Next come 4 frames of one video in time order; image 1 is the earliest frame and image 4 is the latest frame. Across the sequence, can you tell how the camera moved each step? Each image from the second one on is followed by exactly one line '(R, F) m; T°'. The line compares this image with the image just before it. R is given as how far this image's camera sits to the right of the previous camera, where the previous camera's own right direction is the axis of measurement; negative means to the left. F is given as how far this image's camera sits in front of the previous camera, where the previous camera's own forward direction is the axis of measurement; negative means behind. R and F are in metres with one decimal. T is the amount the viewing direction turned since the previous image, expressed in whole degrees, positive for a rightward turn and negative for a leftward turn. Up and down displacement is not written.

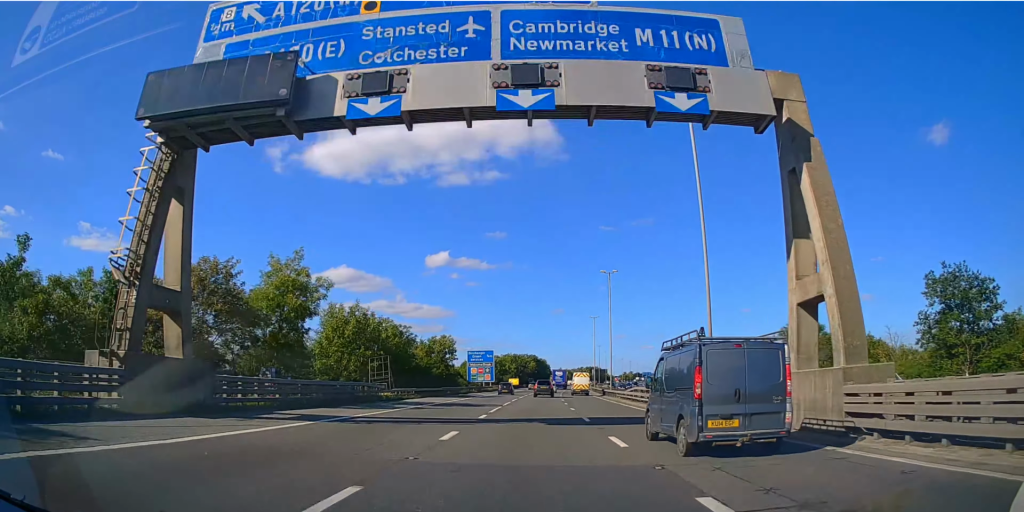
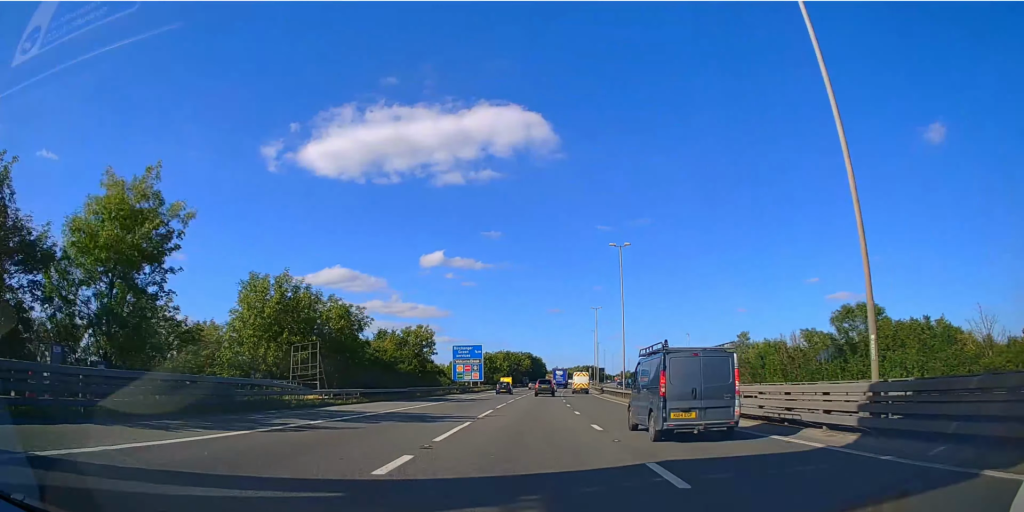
(0.0, +13.7) m; +1°
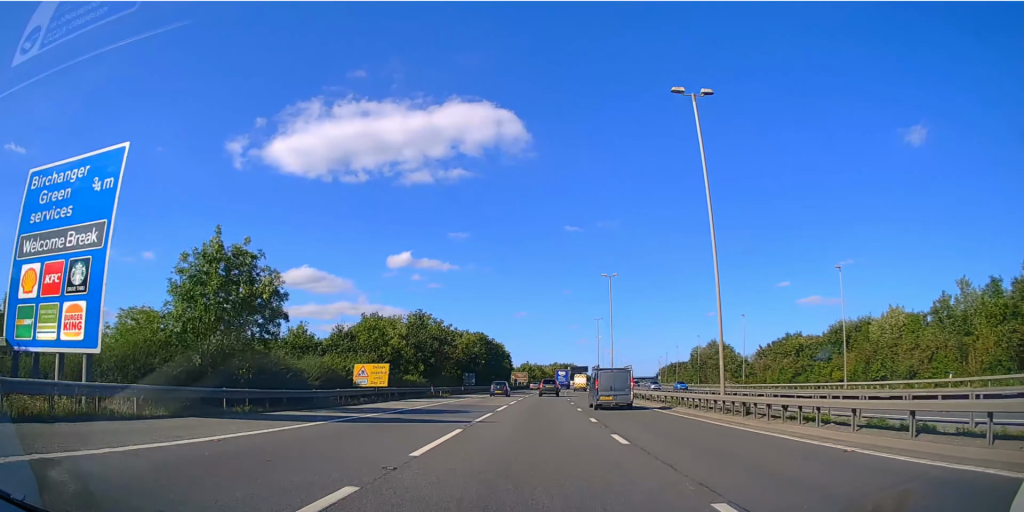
(+3.1, +91.4) m; +4°
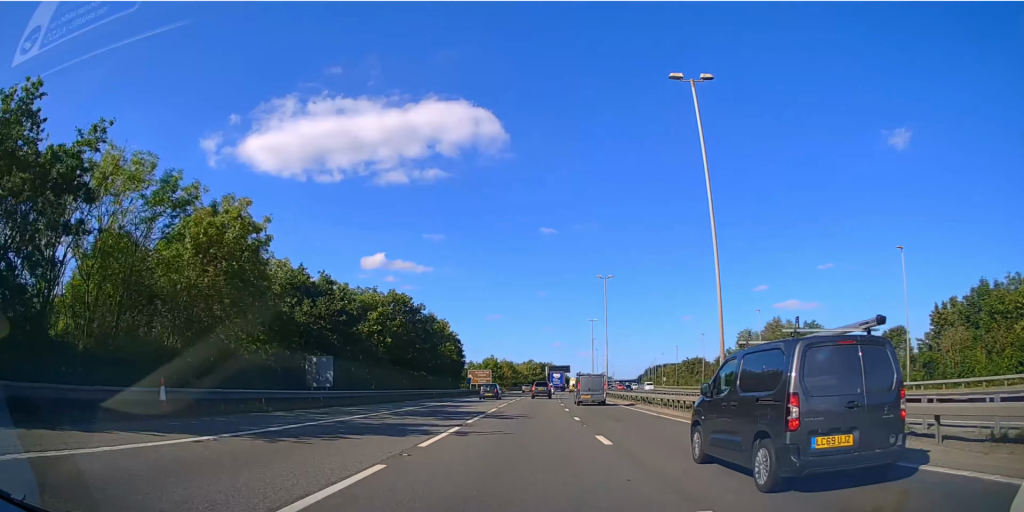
(+1.2, +55.2) m; +2°
